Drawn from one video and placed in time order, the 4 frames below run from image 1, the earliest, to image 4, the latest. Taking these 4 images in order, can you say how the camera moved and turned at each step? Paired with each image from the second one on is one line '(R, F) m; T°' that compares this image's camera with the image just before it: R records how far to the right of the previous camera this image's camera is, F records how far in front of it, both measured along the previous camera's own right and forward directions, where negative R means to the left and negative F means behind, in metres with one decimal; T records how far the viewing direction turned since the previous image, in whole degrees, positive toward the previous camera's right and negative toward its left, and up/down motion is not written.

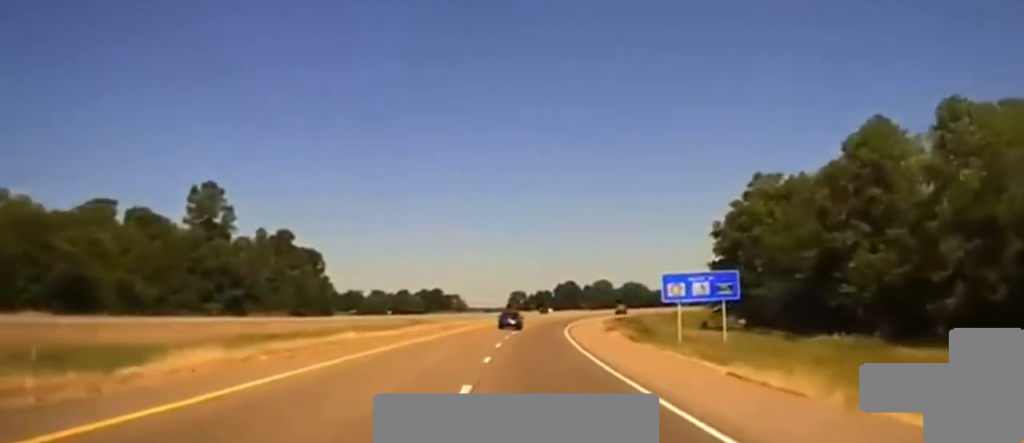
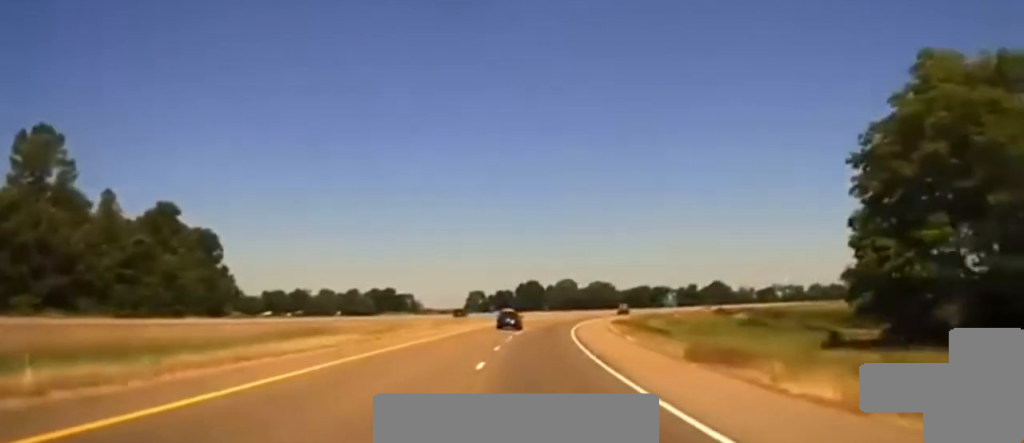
(+0.8, +52.1) m; +3°
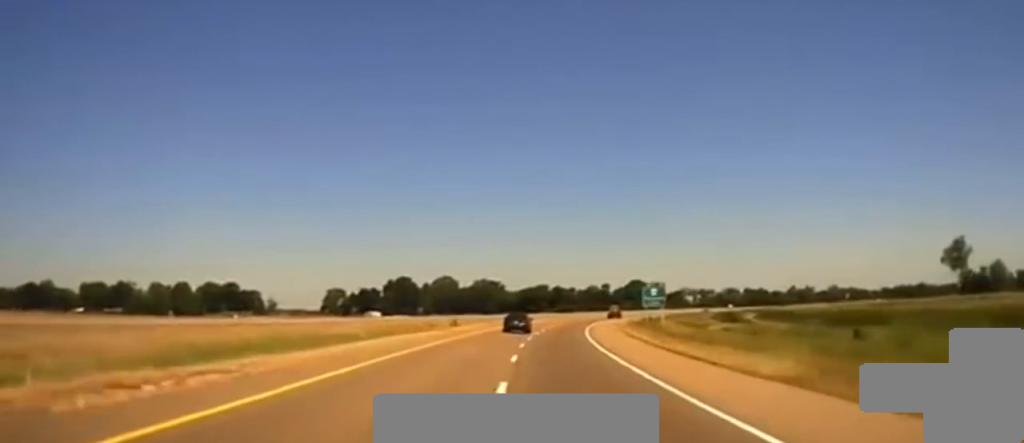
(+9.8, +120.6) m; +9°
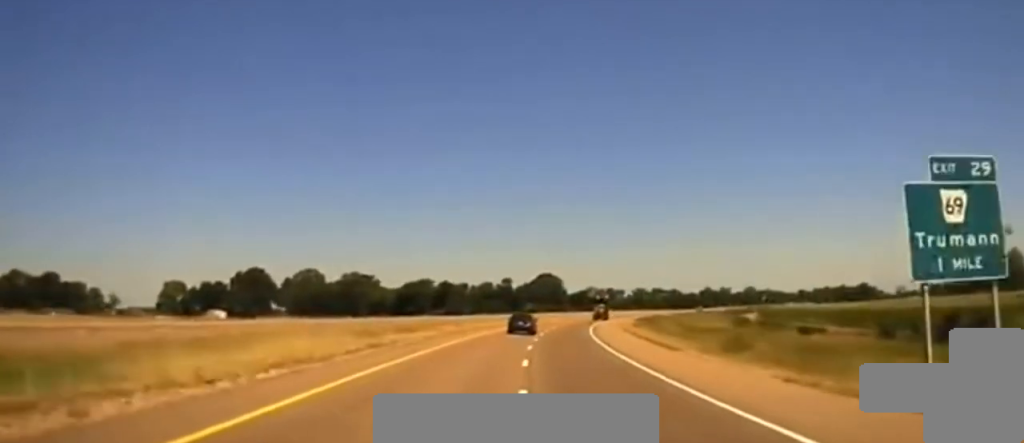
(+5.0, +94.9) m; +7°
